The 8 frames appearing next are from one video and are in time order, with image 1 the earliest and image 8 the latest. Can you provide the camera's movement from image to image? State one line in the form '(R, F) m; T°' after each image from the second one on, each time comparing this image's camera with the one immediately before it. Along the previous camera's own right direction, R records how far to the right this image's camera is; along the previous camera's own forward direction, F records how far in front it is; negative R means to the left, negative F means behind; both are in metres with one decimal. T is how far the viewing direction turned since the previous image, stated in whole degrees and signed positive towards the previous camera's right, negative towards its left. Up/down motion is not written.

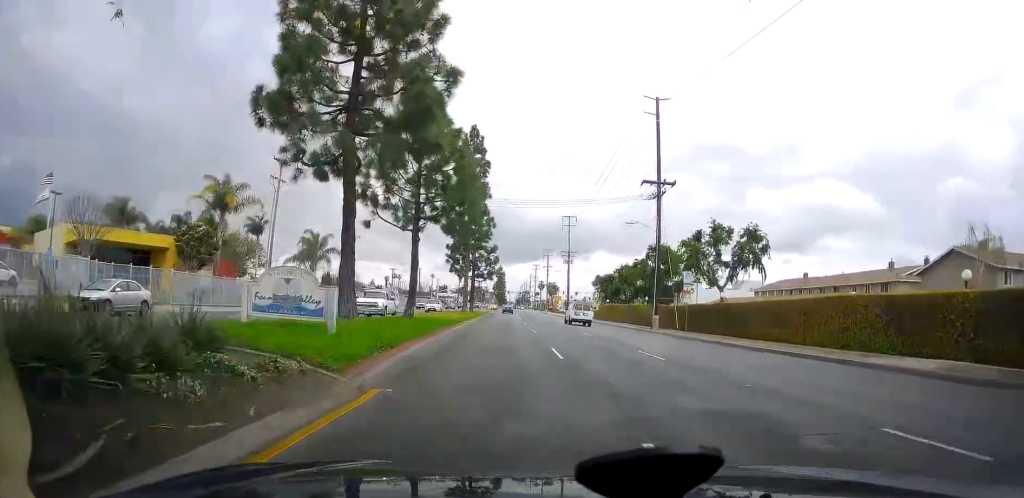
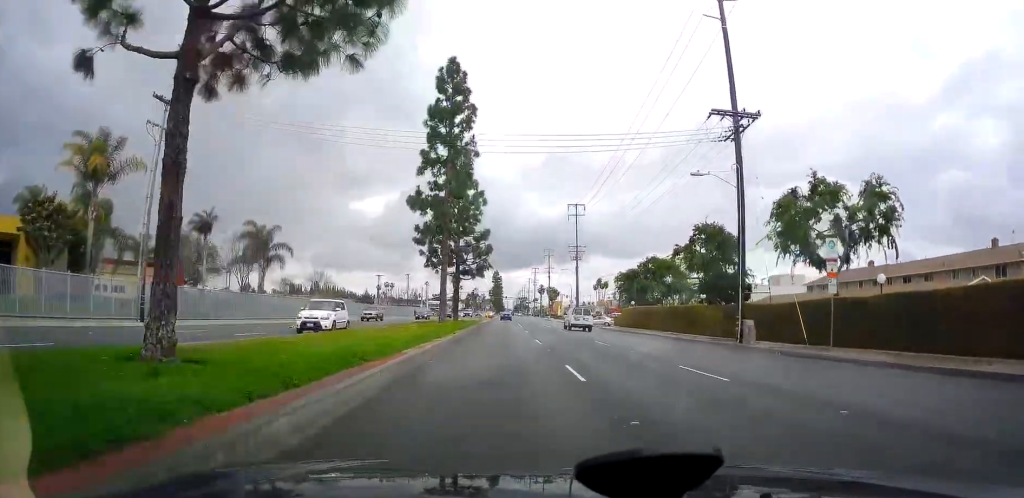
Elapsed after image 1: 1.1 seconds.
(0.0, +20.4) m; 0°
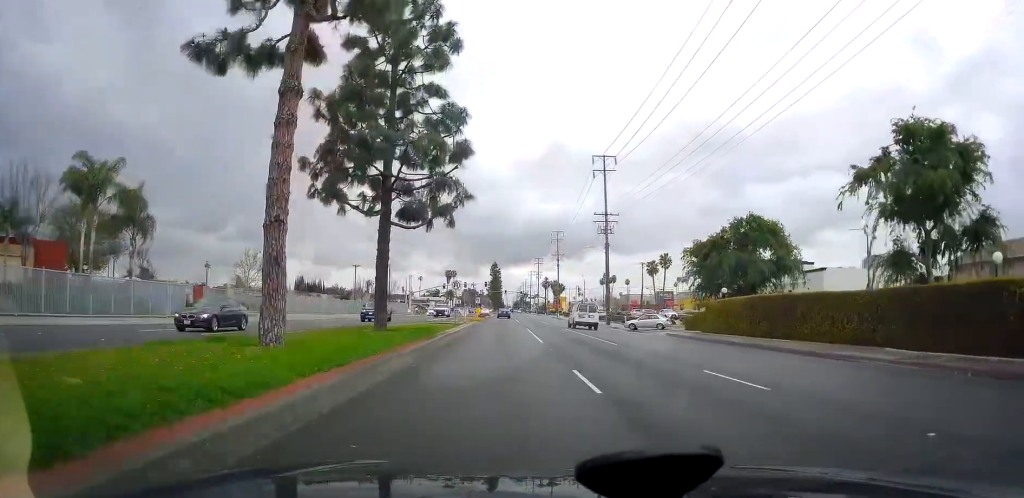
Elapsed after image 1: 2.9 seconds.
(0.0, +31.8) m; 0°
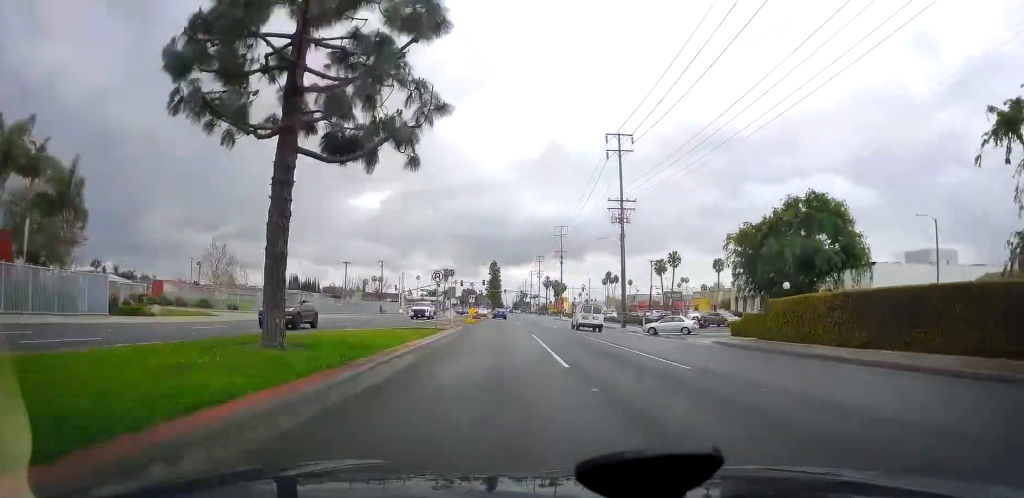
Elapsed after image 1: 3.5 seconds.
(0.0, +10.1) m; 0°
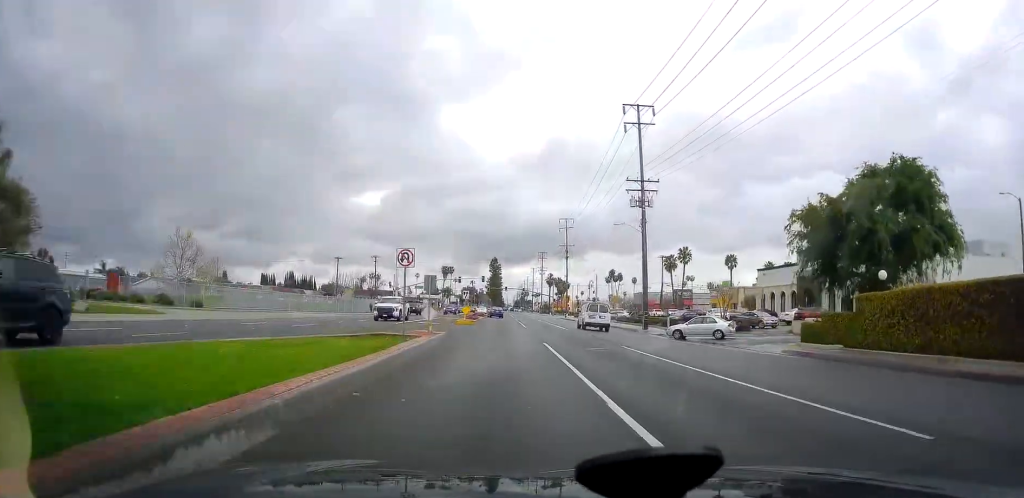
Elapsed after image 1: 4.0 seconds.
(0.0, +9.5) m; 0°
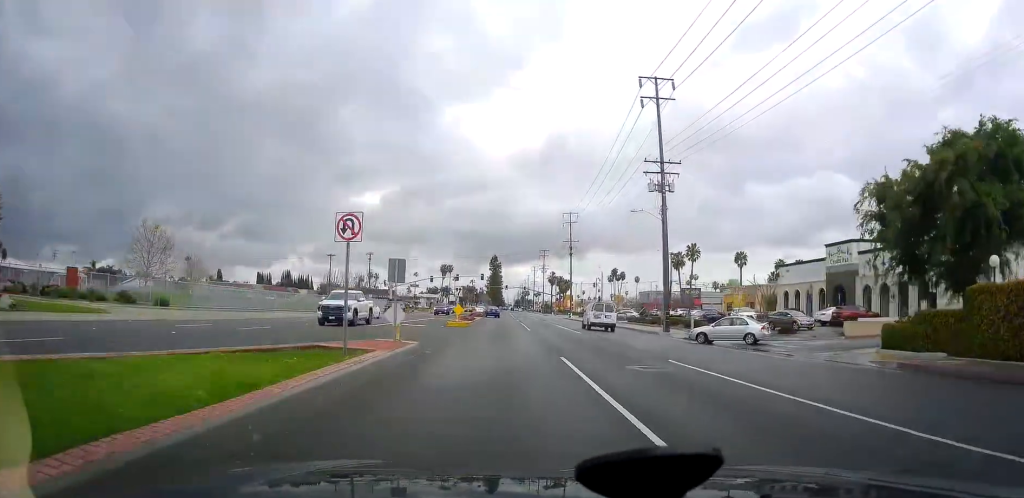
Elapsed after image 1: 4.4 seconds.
(0.0, +7.1) m; 0°
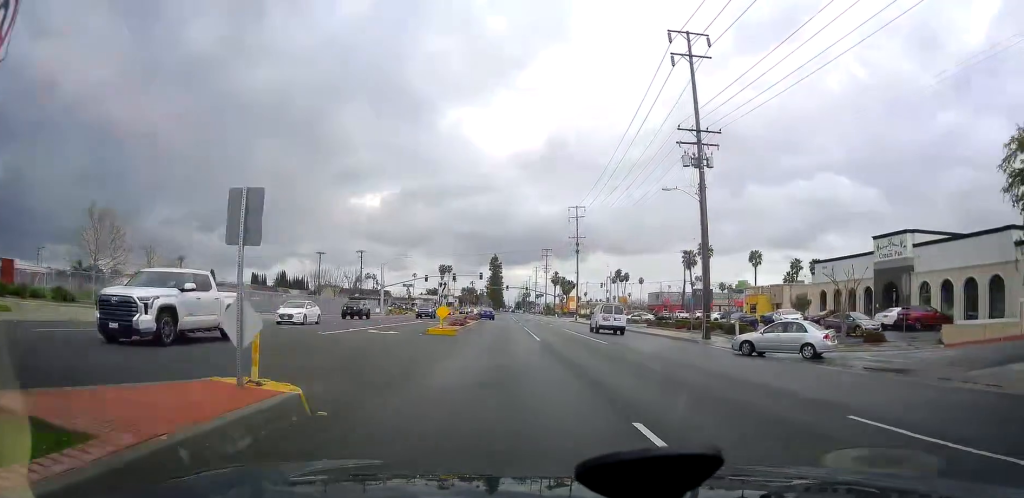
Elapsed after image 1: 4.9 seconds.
(0.0, +9.5) m; 0°
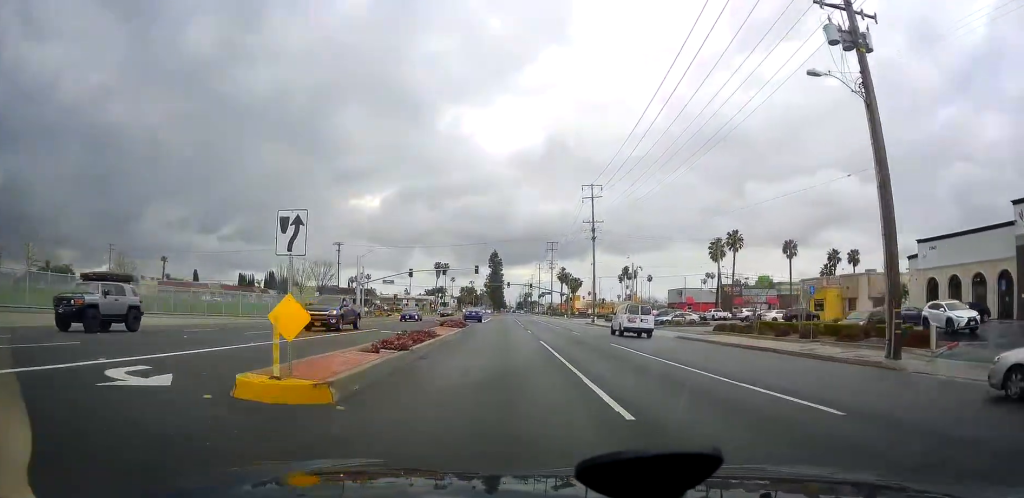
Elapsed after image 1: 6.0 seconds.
(0.0, +19.7) m; 0°
